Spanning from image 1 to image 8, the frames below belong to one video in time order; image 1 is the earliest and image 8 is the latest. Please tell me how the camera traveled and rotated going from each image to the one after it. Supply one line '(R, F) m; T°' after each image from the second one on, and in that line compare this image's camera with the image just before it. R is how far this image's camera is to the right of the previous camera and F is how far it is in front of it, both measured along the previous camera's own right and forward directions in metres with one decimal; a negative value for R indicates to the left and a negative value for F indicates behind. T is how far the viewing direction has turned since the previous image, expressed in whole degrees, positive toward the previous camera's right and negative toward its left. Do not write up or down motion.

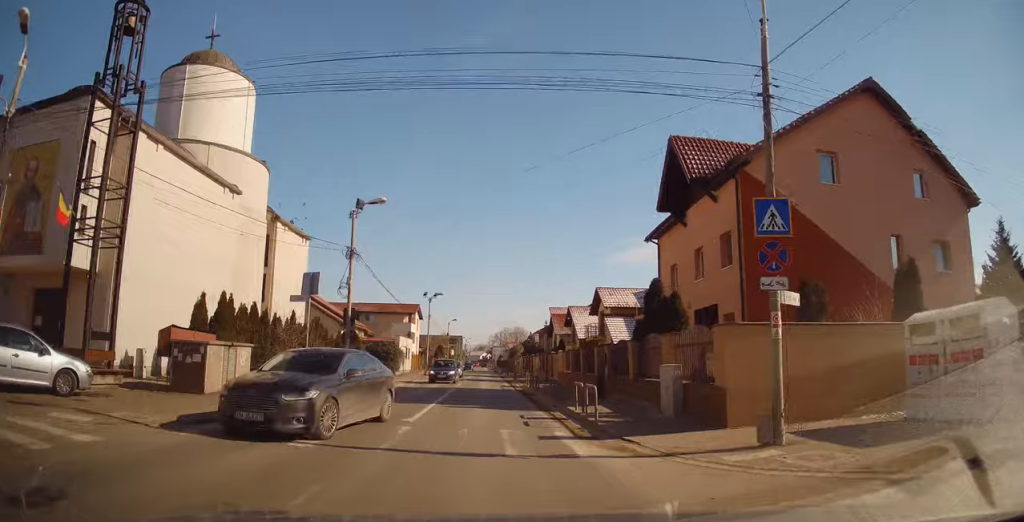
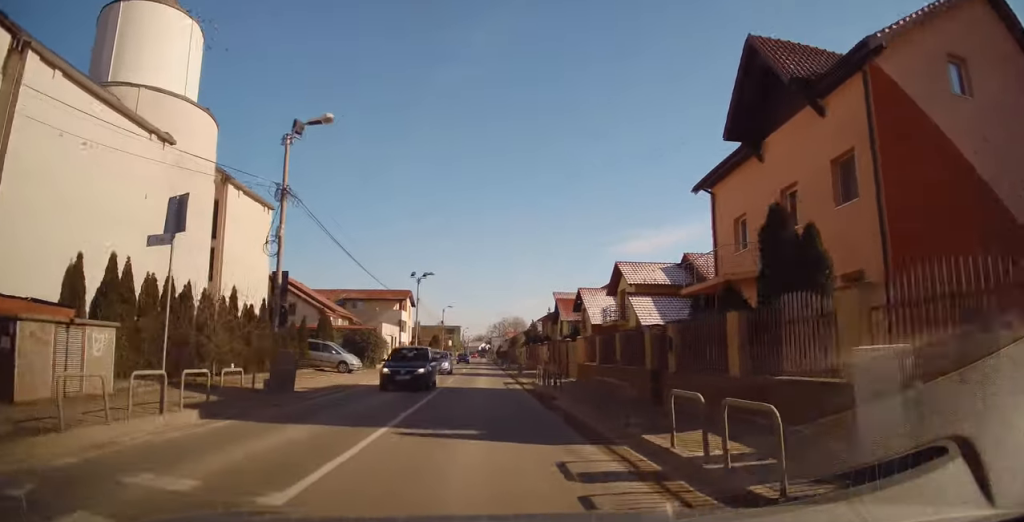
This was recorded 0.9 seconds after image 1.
(0.0, +7.8) m; 0°
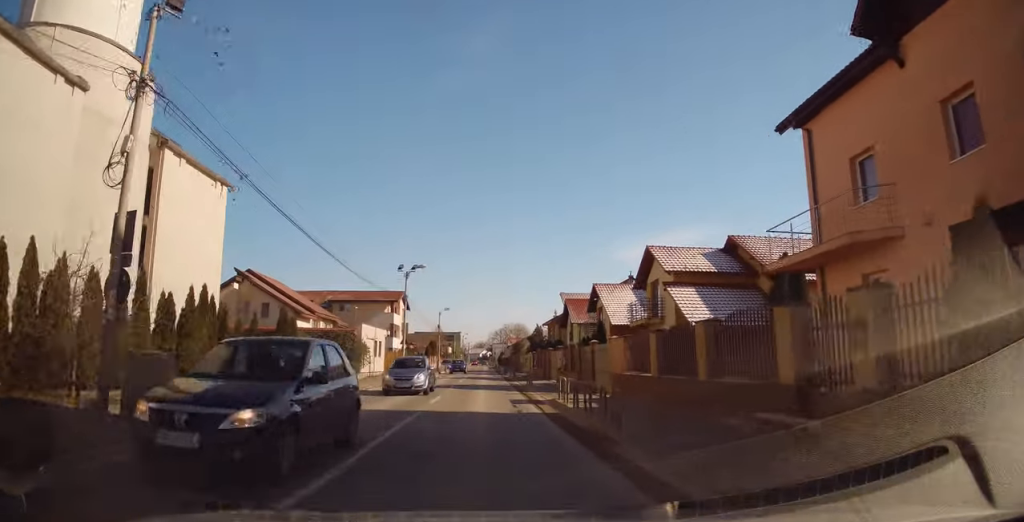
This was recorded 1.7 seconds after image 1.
(0.0, +7.1) m; 0°
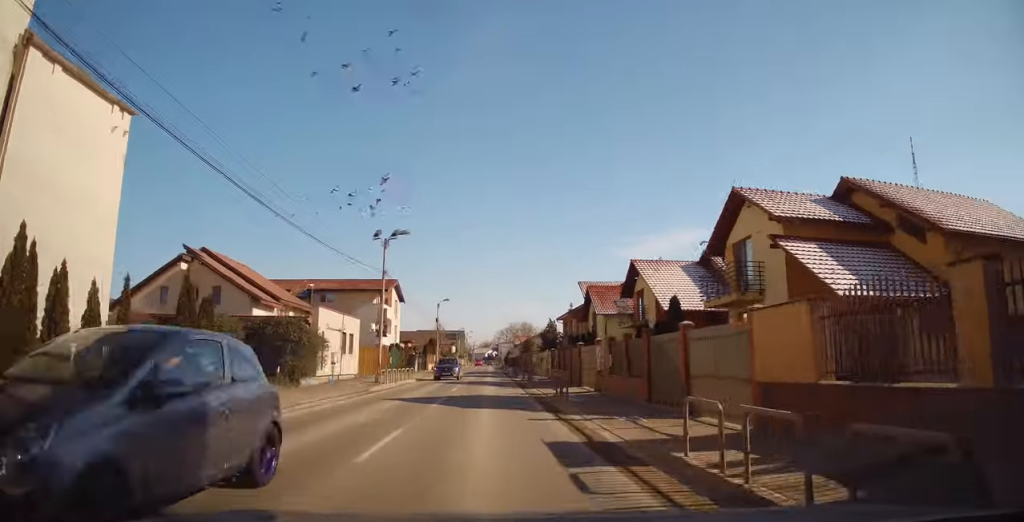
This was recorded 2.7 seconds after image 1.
(0.0, +10.0) m; 0°
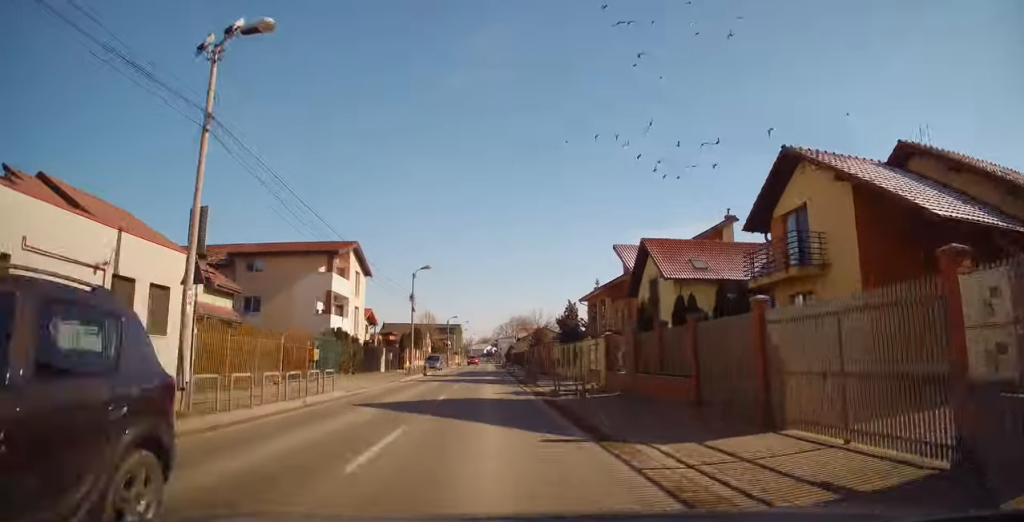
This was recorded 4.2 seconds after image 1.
(0.0, +17.7) m; 0°
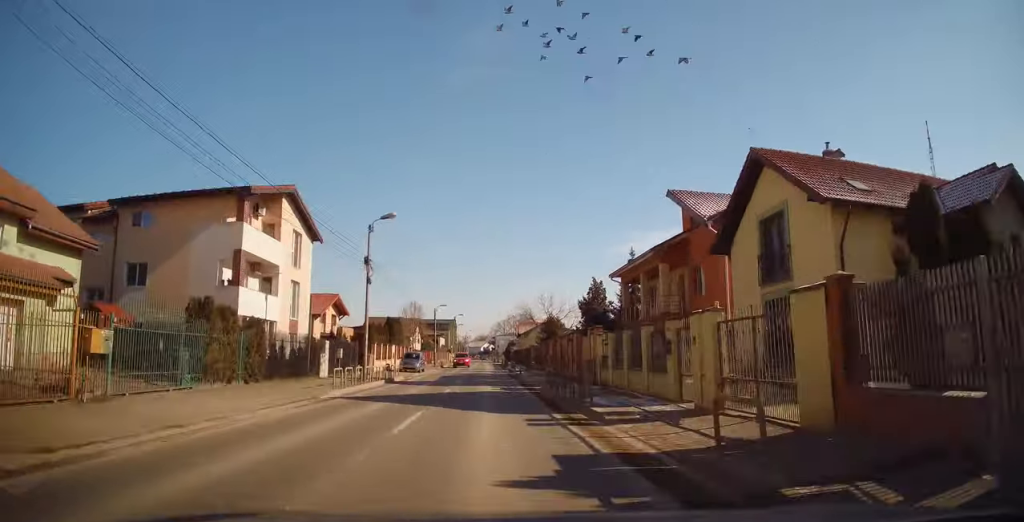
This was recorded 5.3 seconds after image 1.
(0.0, +14.2) m; 0°
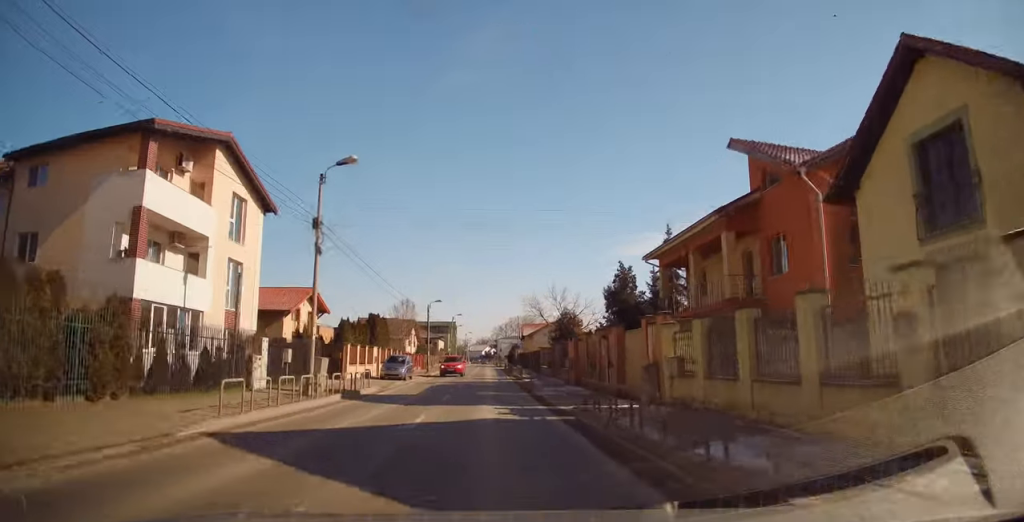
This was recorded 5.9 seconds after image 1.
(0.0, +8.1) m; +1°
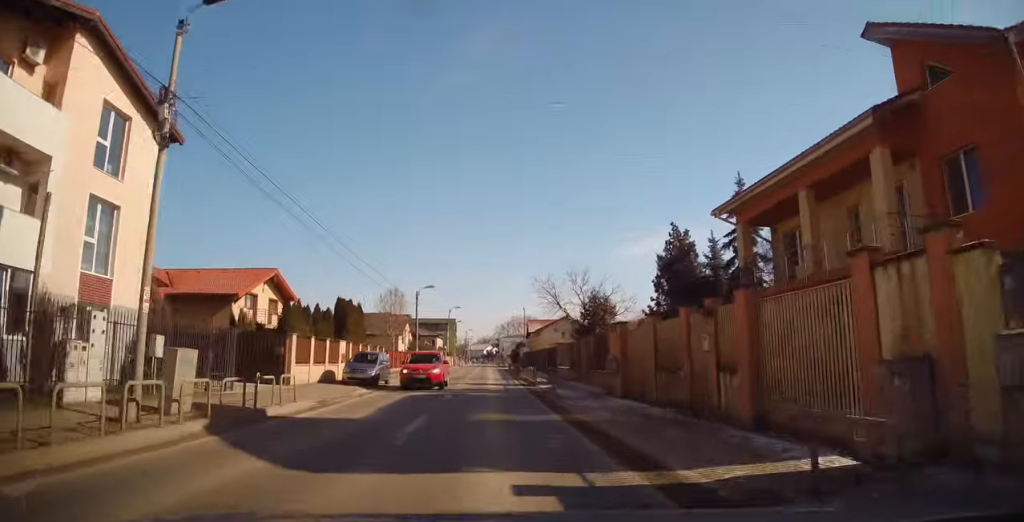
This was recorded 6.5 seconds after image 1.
(0.0, +9.2) m; +1°
